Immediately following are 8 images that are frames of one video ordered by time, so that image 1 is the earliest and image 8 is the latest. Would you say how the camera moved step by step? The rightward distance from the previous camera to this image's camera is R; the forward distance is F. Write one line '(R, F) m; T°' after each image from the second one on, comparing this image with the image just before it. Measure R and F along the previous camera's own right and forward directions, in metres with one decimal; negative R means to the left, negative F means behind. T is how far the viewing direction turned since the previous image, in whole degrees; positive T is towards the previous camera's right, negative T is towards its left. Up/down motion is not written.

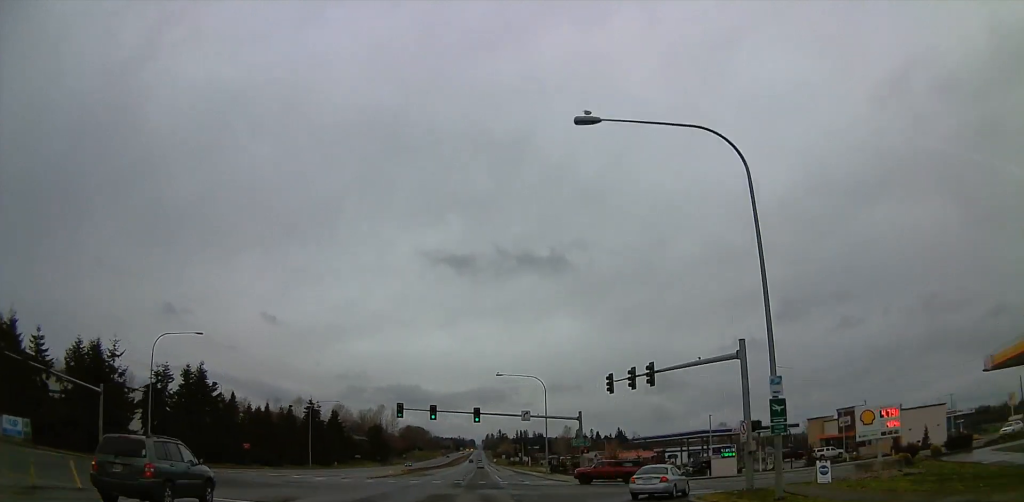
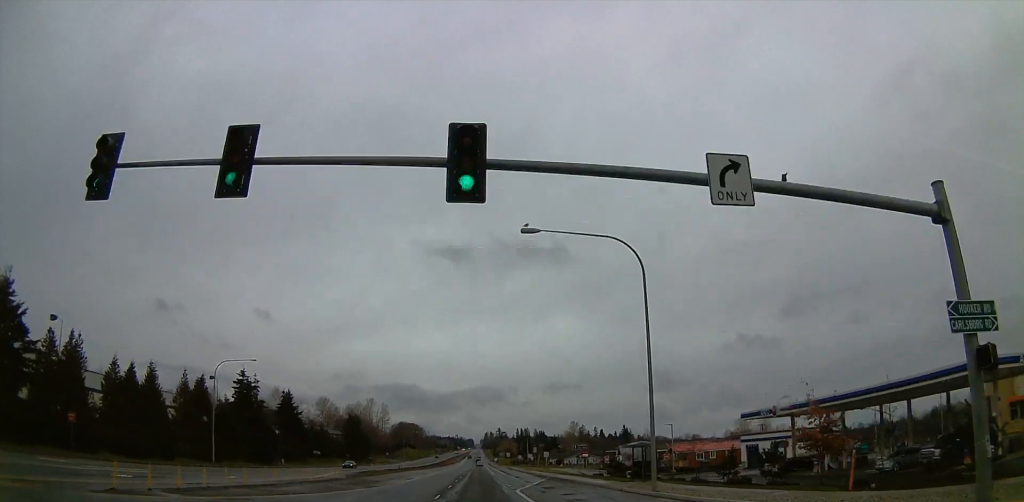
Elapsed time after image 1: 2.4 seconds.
(-1.2, +38.6) m; -2°
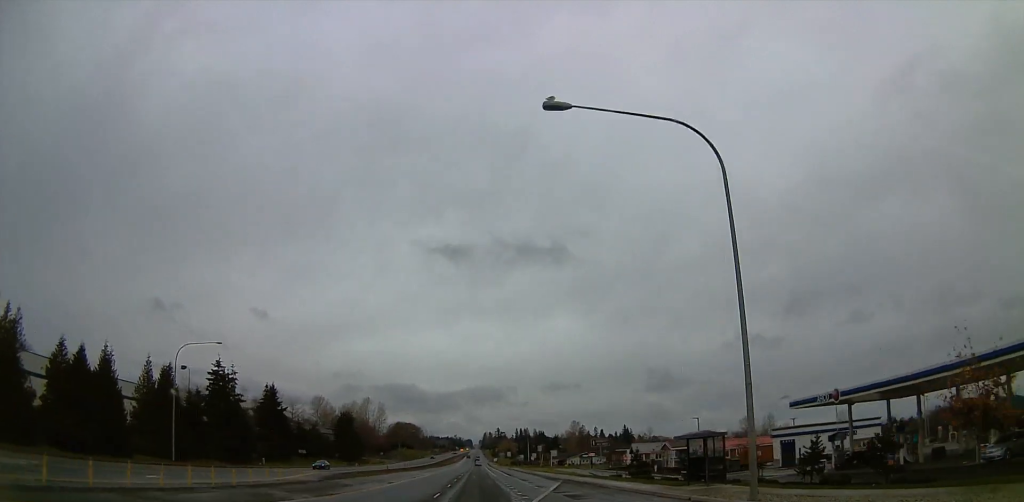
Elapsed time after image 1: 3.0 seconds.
(+0.3, +10.5) m; 0°
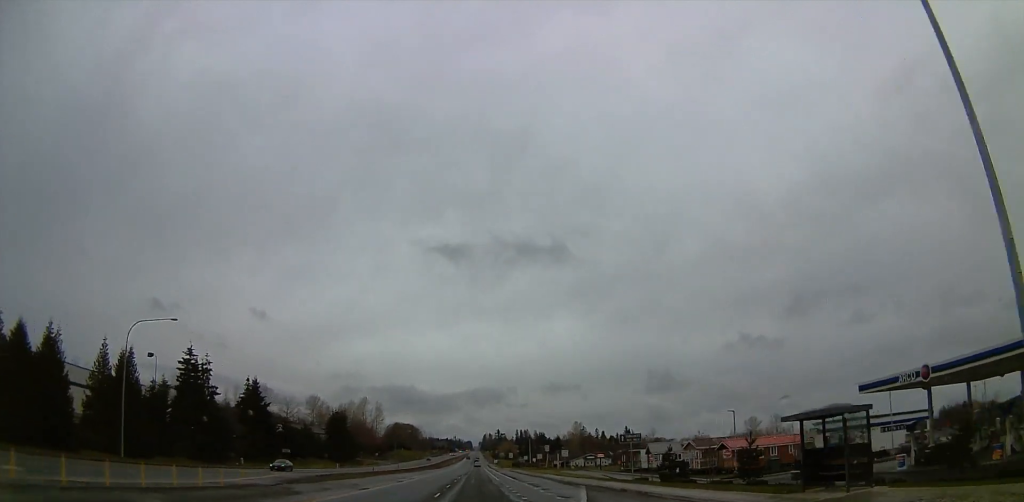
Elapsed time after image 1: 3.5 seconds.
(-0.6, +10.9) m; -1°
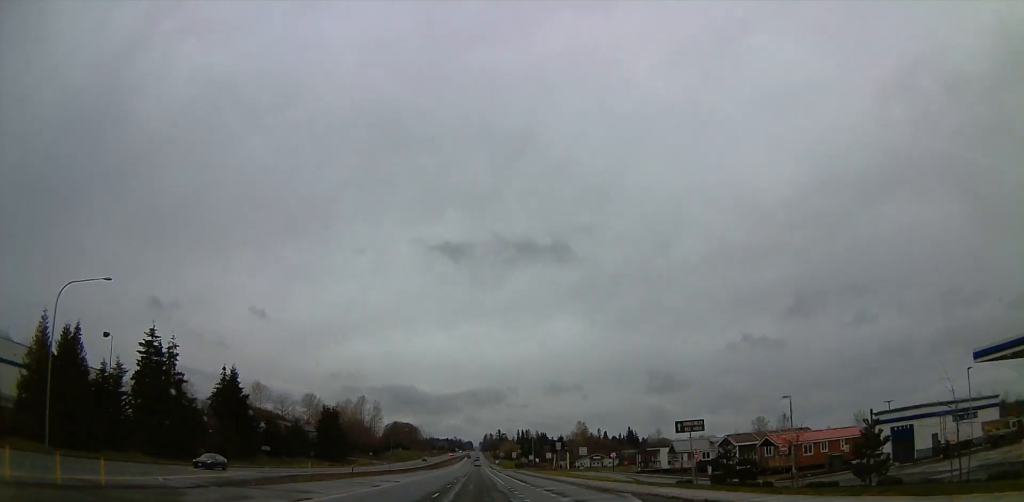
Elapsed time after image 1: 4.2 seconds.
(-0.1, +12.3) m; 0°
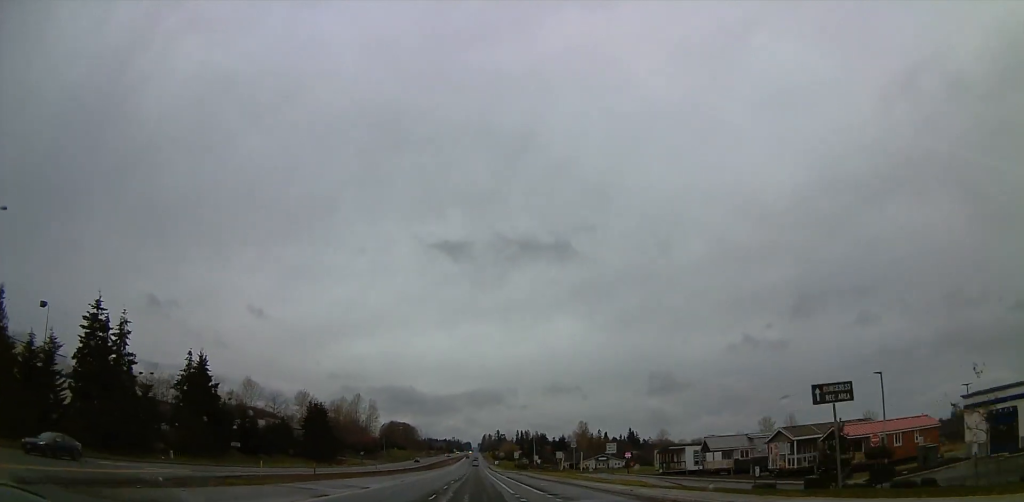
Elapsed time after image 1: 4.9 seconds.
(+0.3, +13.7) m; +1°
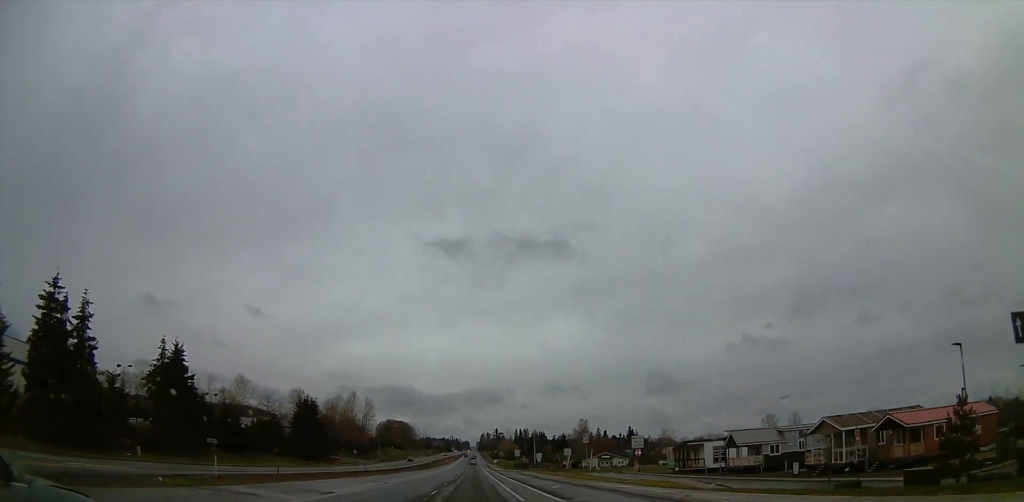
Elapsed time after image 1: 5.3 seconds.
(0.0, +8.6) m; 0°
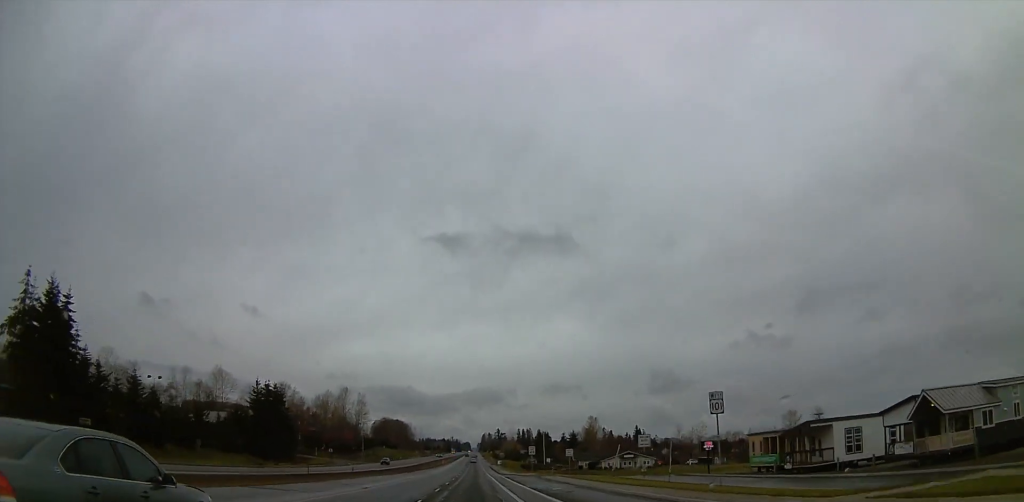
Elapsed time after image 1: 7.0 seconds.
(0.0, +32.5) m; 0°
